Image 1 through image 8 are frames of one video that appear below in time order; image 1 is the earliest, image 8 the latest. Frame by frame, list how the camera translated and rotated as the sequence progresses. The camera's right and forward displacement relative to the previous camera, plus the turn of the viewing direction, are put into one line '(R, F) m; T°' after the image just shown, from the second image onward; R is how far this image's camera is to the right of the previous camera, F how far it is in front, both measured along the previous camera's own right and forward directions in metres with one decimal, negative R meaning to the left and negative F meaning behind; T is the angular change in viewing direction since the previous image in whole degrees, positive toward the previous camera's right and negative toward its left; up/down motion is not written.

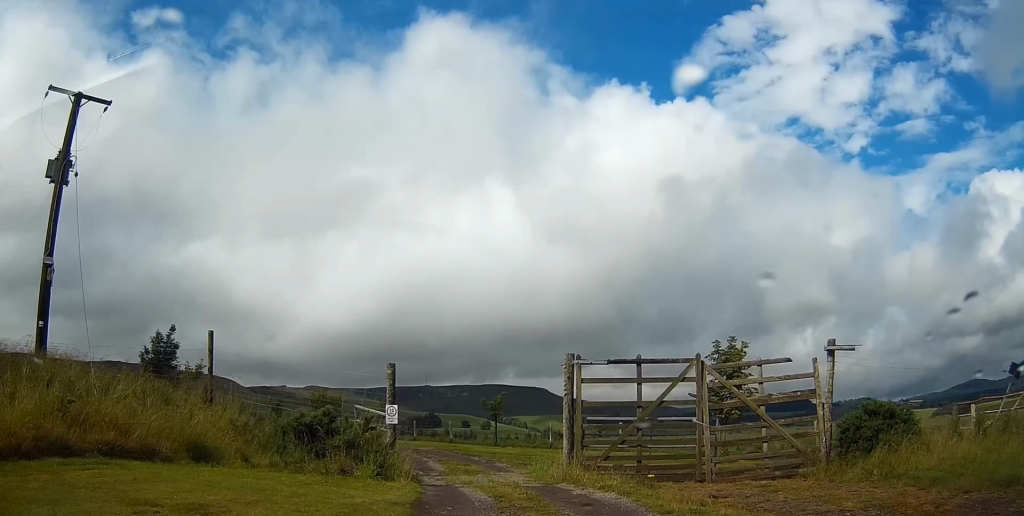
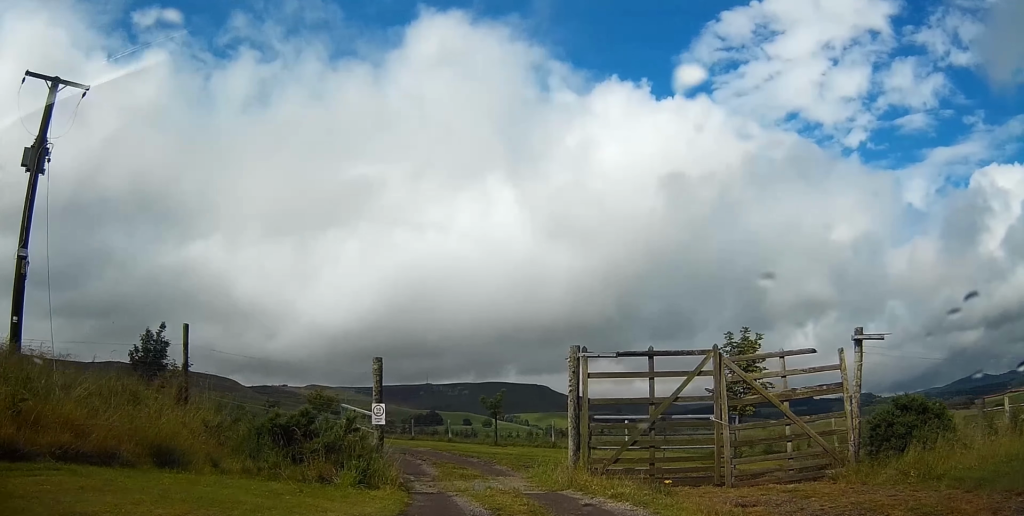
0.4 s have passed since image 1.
(0.0, +1.0) m; -1°
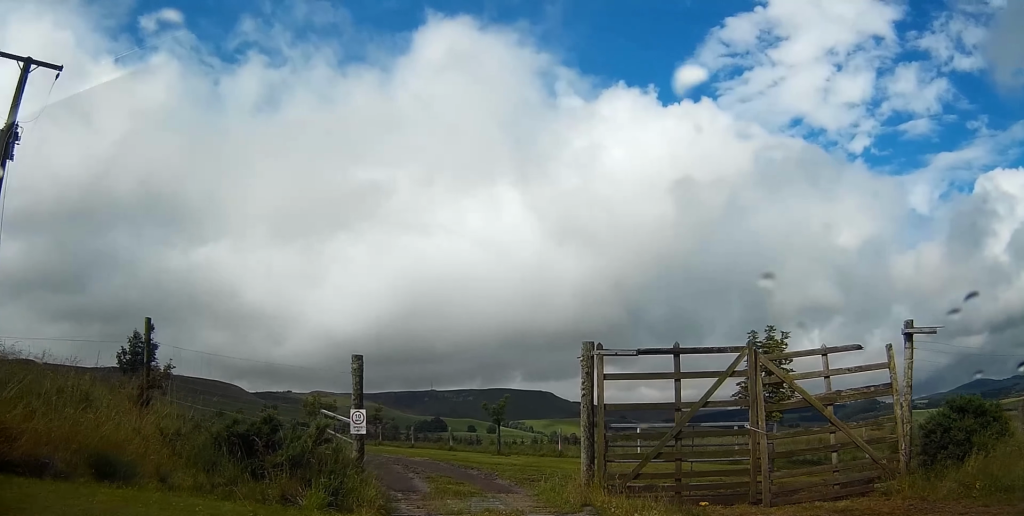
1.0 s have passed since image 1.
(0.0, +1.6) m; +1°
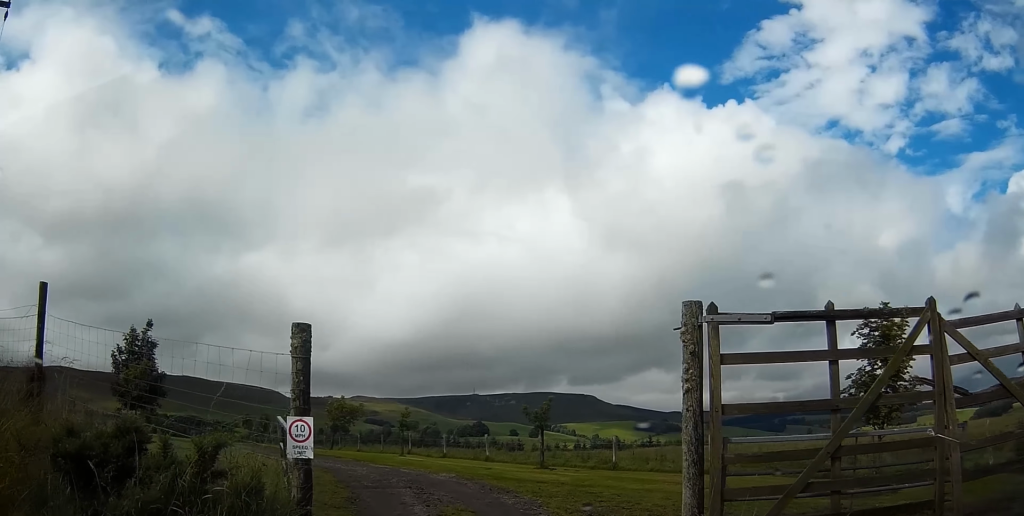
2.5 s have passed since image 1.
(+0.1, +4.7) m; +1°
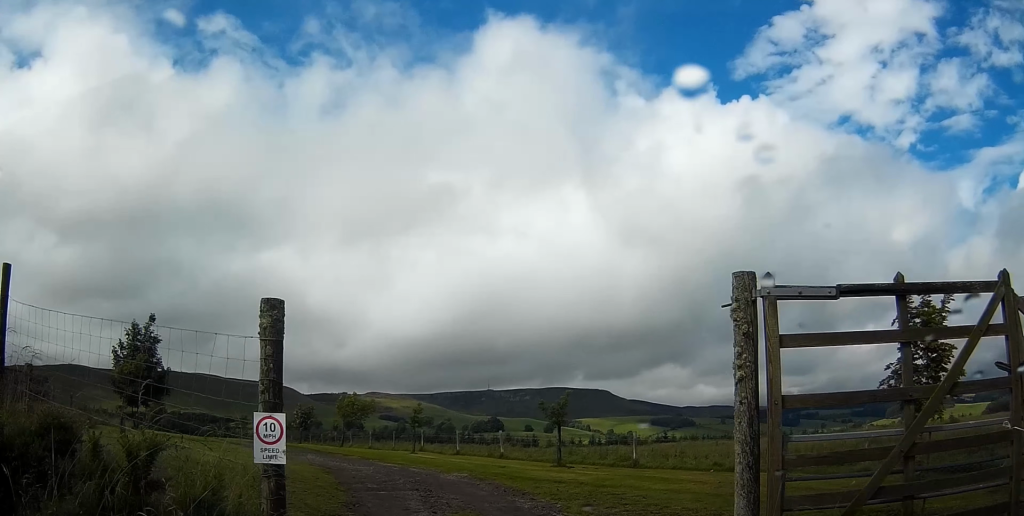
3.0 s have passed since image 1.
(0.0, +1.4) m; 0°
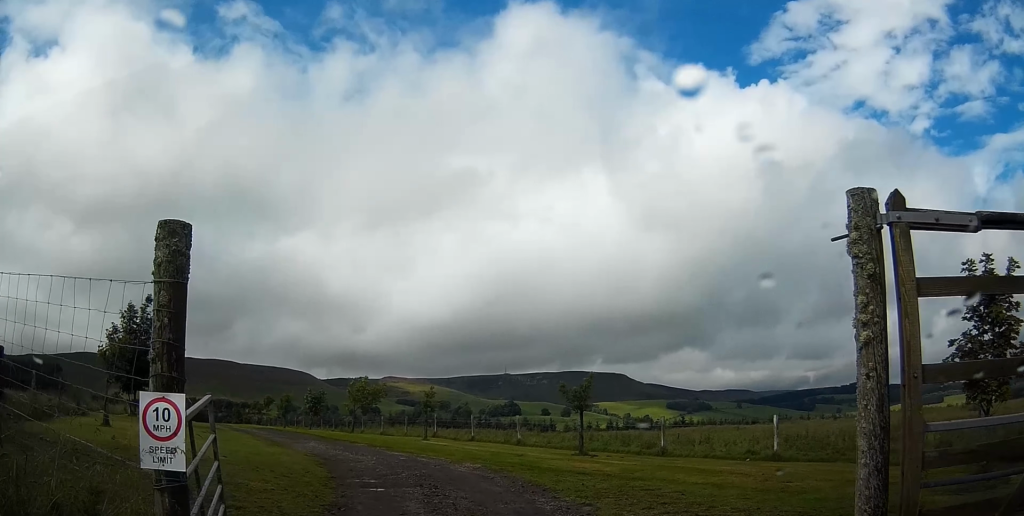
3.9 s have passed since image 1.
(0.0, +2.3) m; +2°
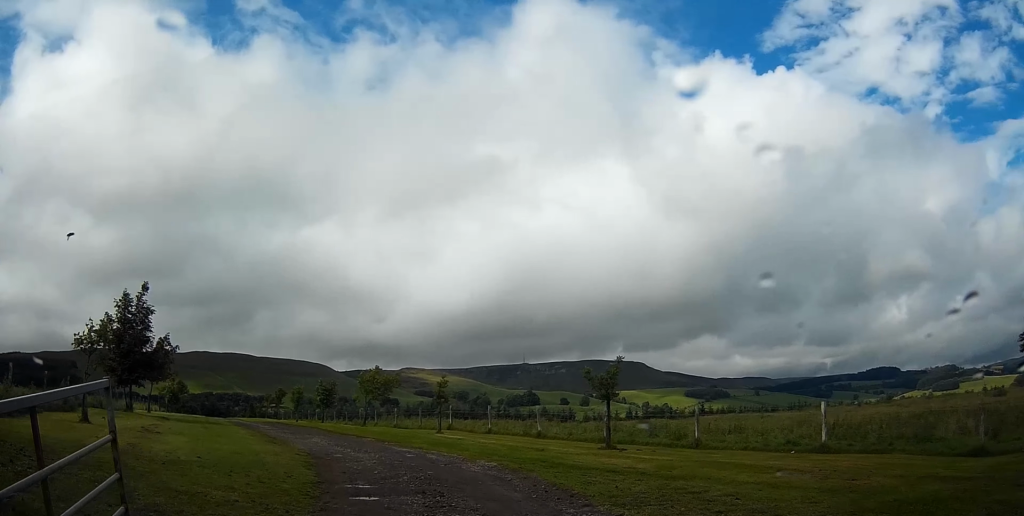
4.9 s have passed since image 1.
(+0.1, +2.0) m; 0°
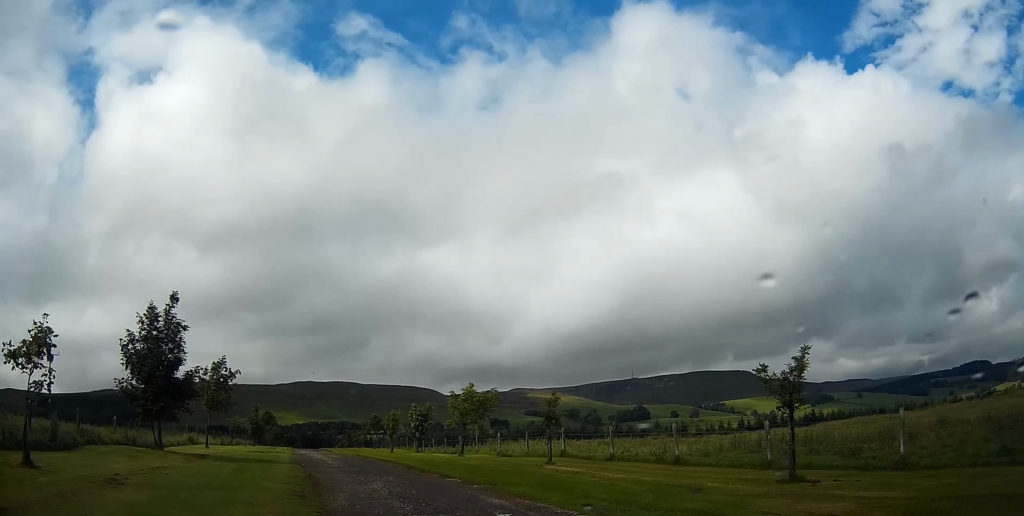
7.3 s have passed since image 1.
(-0.4, +5.0) m; -9°
